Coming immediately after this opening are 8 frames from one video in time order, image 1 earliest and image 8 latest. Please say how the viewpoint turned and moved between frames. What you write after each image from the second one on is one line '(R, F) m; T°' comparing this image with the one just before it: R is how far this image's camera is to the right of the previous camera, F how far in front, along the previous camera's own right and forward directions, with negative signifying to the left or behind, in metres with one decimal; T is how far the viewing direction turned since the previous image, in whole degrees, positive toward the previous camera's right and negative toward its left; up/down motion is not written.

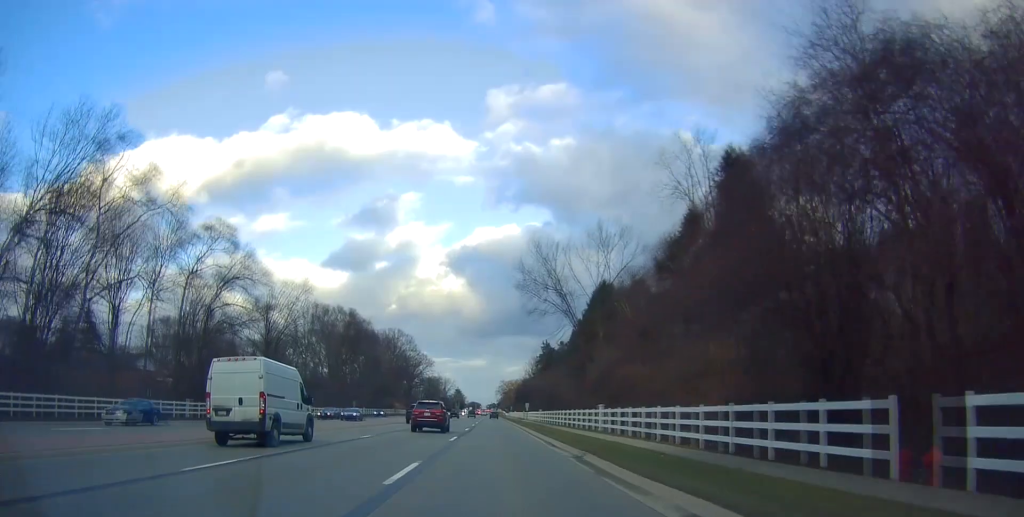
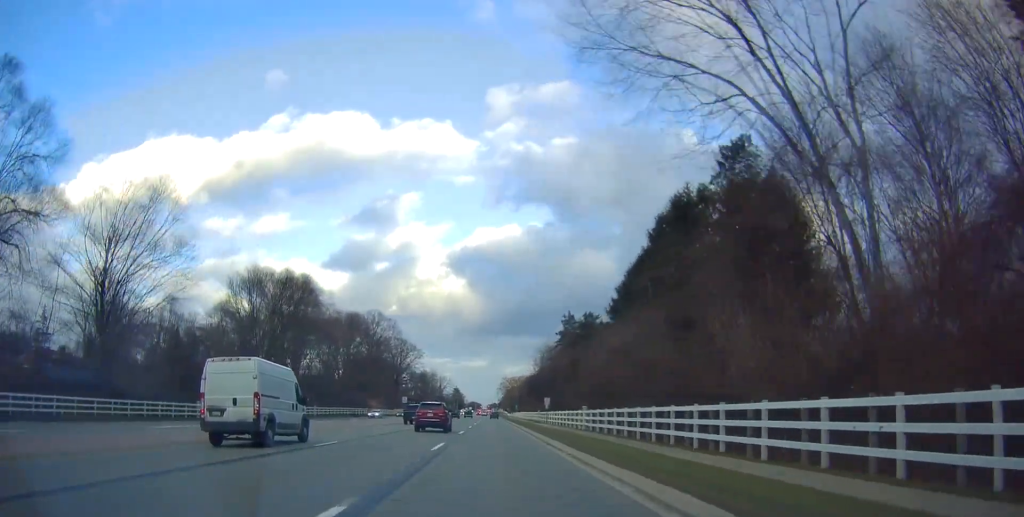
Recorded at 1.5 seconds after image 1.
(-0.4, +36.5) m; -1°
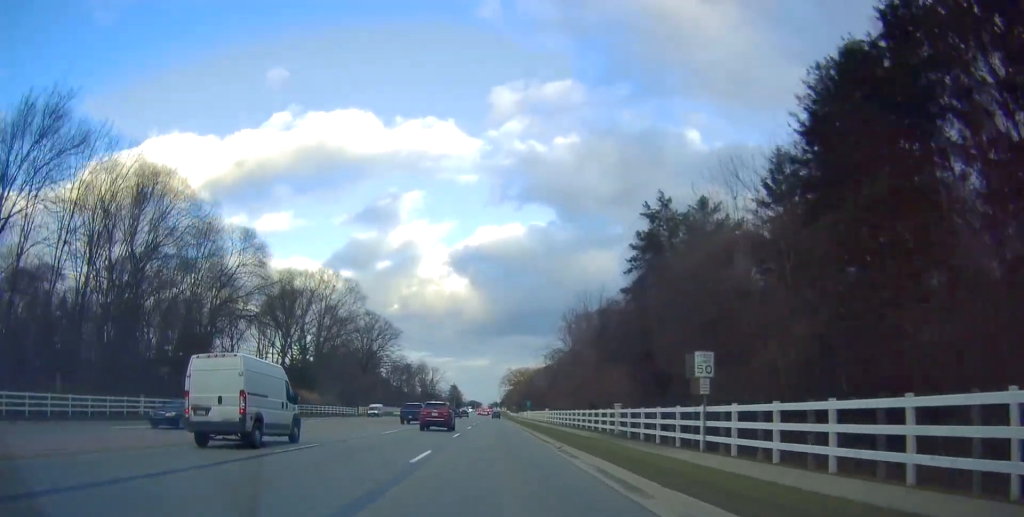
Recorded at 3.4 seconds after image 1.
(+0.1, +49.4) m; 0°
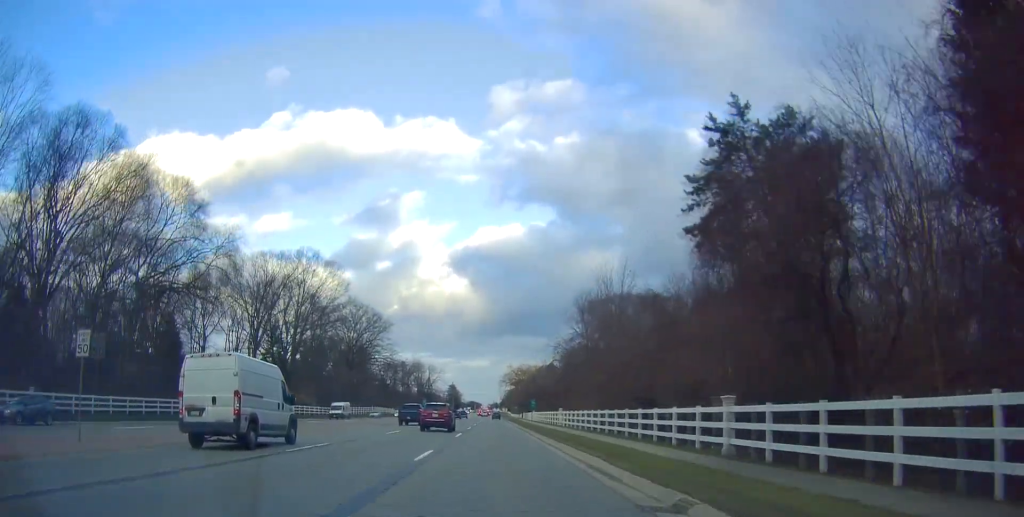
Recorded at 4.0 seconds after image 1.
(0.0, +14.1) m; +1°
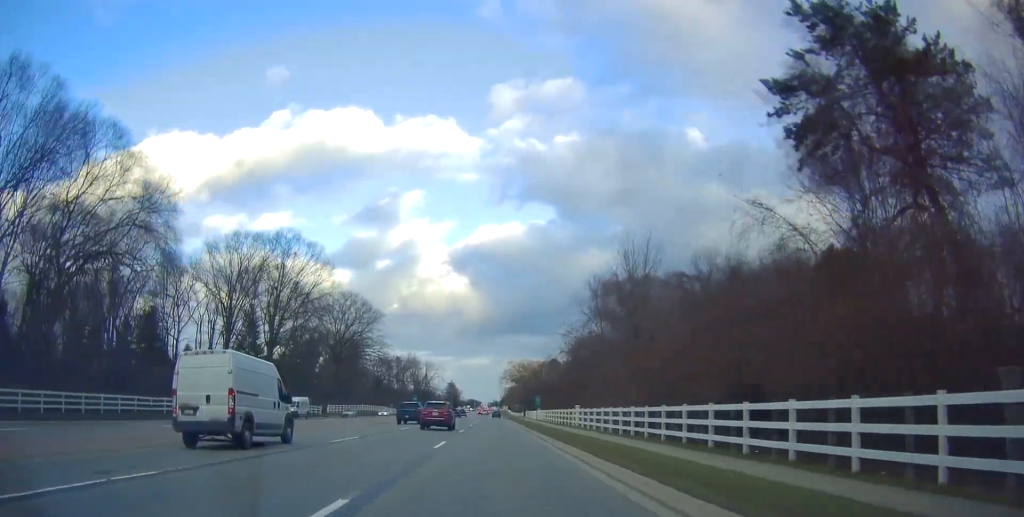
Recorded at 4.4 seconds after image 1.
(-0.1, +10.8) m; +1°
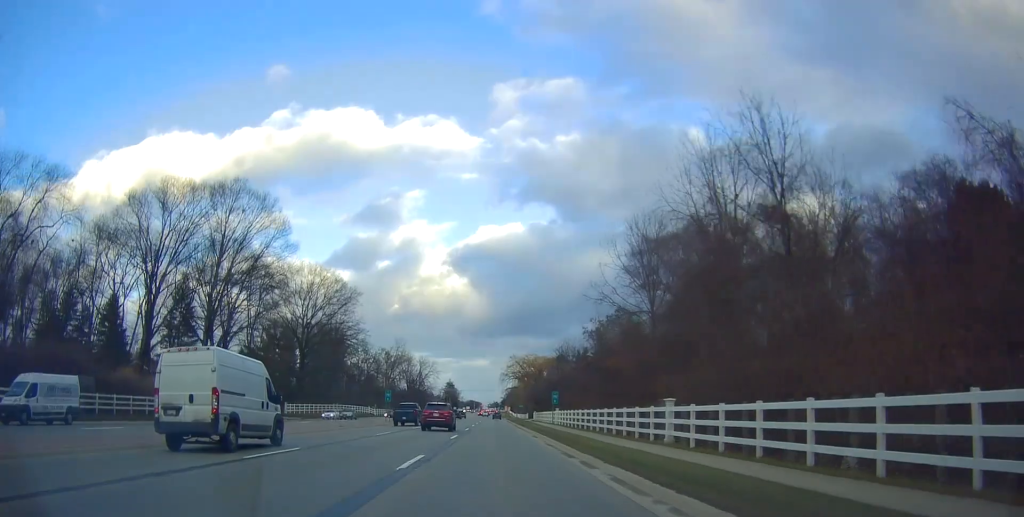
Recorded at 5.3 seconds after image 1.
(+0.5, +22.7) m; 0°
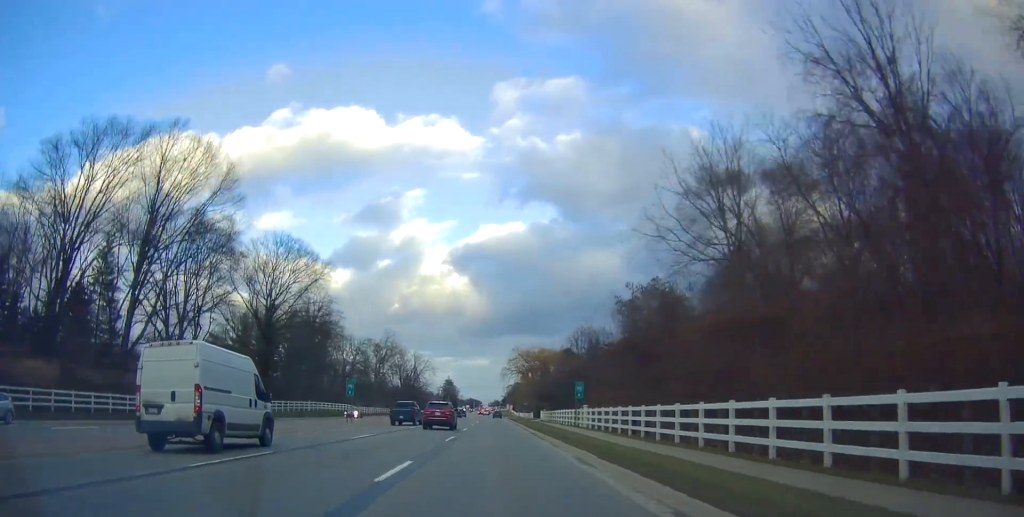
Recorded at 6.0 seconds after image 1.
(-0.2, +17.7) m; 0°
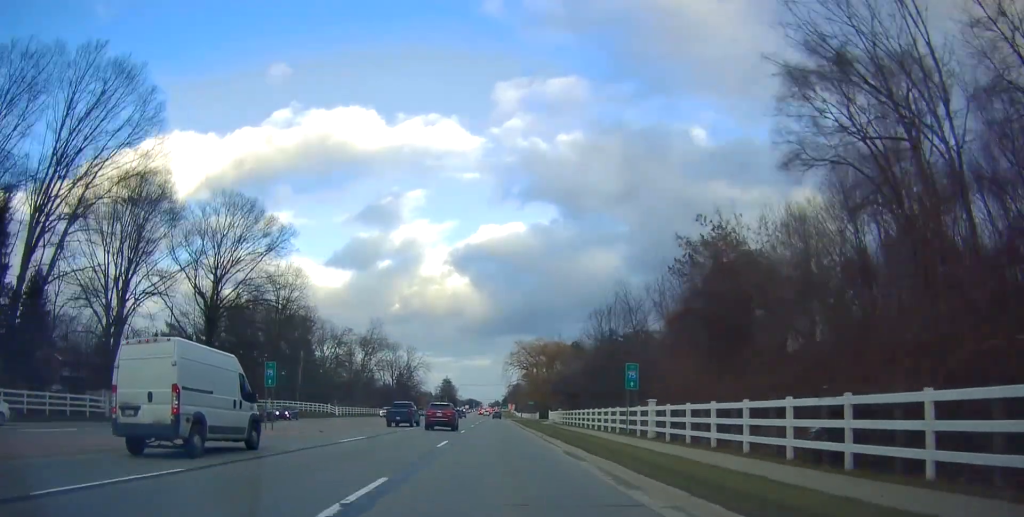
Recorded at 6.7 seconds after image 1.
(-0.1, +17.7) m; 0°
